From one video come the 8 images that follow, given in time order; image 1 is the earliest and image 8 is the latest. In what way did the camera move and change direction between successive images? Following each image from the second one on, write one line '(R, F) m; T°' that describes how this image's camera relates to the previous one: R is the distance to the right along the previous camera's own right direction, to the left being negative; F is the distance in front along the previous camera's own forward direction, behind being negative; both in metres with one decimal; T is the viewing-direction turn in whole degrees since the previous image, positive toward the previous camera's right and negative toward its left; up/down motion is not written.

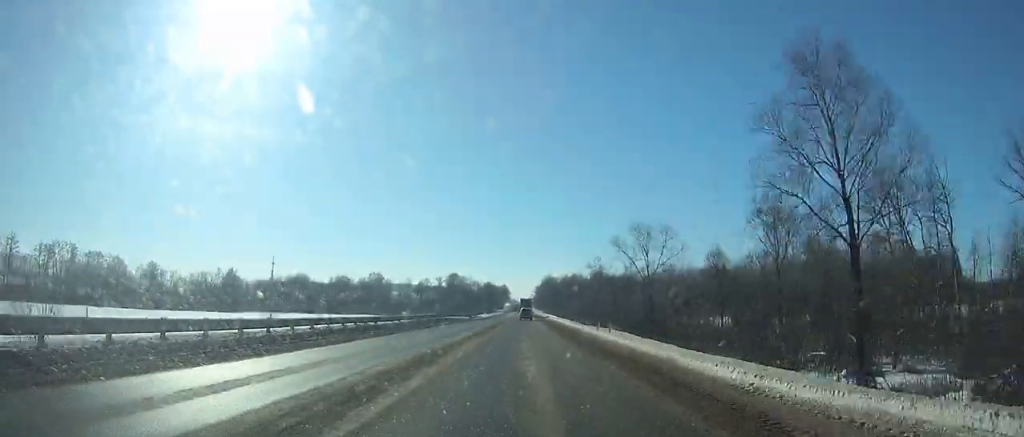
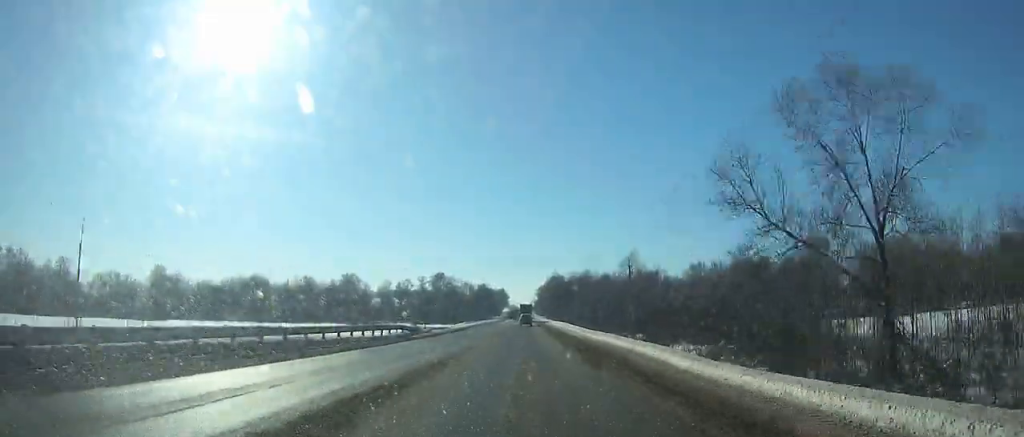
(-1.9, +44.7) m; -1°
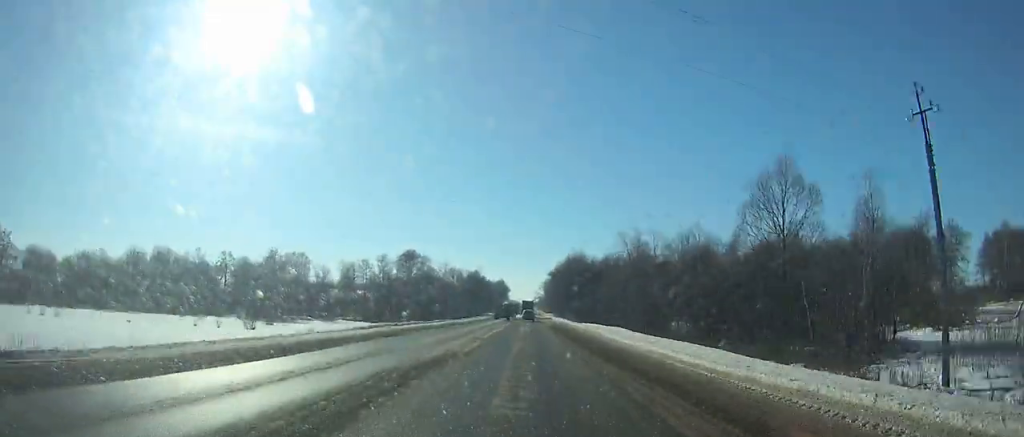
(+1.2, +62.5) m; +1°
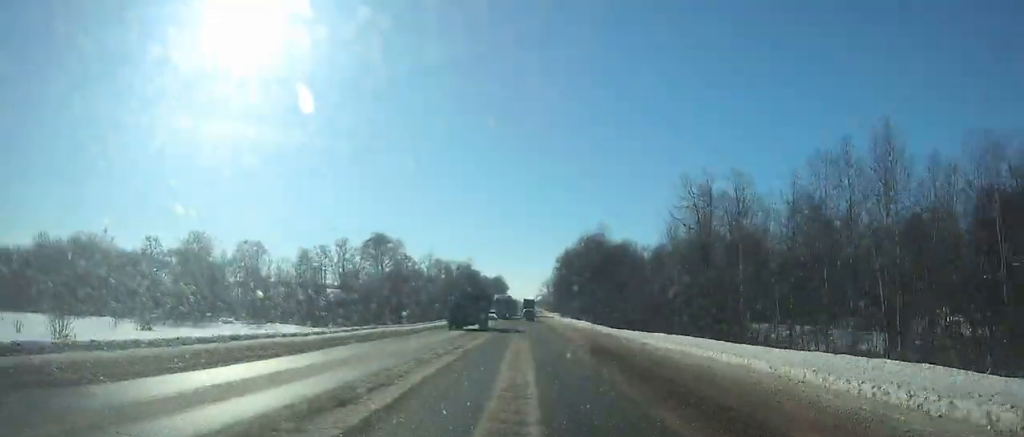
(0.0, +33.5) m; 0°
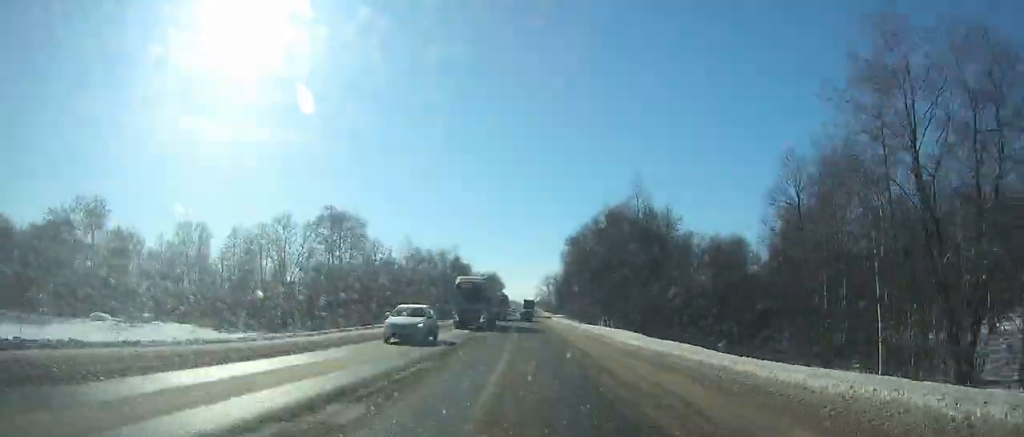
(0.0, +29.0) m; 0°
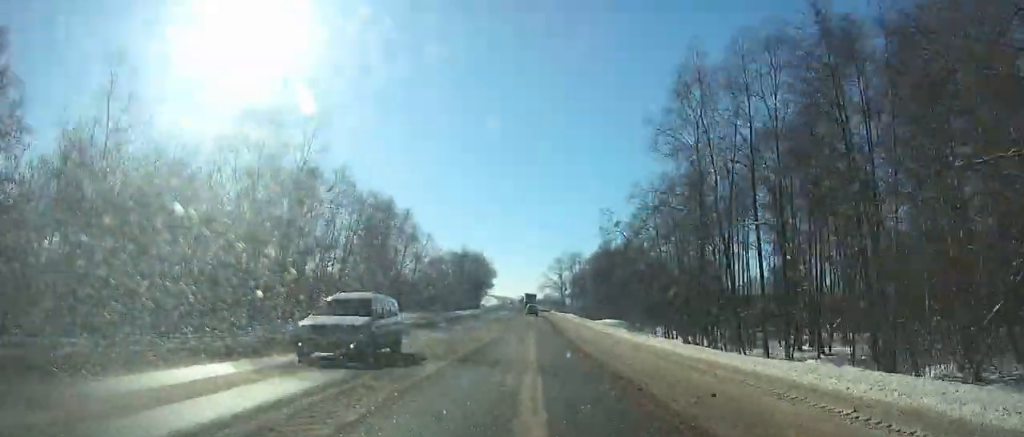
(0.0, +91.9) m; 0°
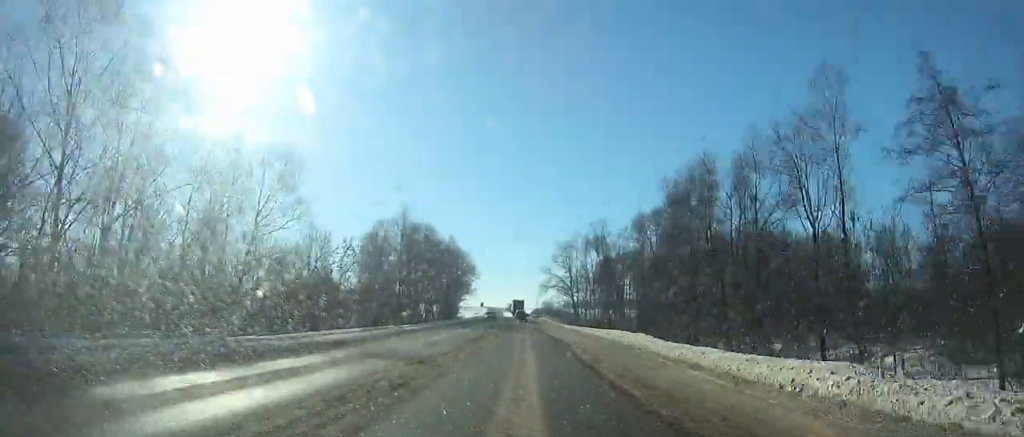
(+0.3, +58.7) m; 0°
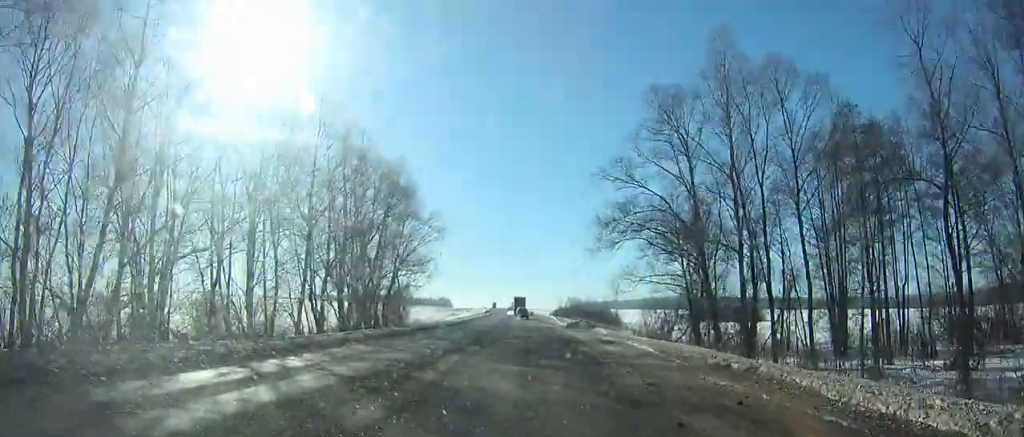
(-1.2, +81.4) m; -1°
